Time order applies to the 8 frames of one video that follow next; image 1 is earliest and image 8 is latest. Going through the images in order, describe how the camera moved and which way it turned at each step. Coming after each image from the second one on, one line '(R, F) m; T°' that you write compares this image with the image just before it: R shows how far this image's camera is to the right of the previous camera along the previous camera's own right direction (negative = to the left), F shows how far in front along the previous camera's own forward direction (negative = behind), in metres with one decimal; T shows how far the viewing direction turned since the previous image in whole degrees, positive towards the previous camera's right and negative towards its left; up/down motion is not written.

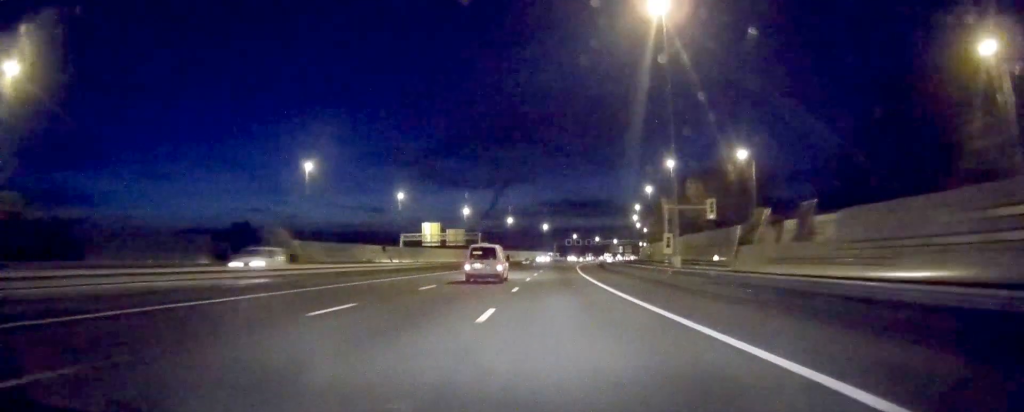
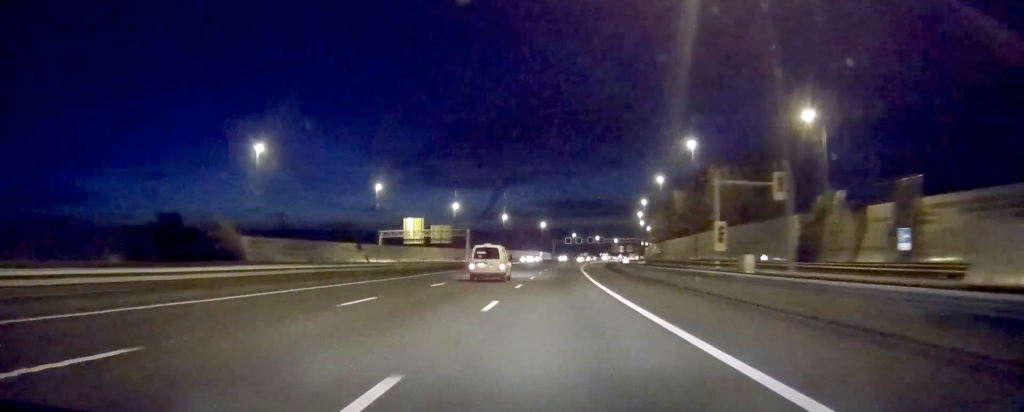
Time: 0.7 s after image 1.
(+0.1, +21.7) m; 0°
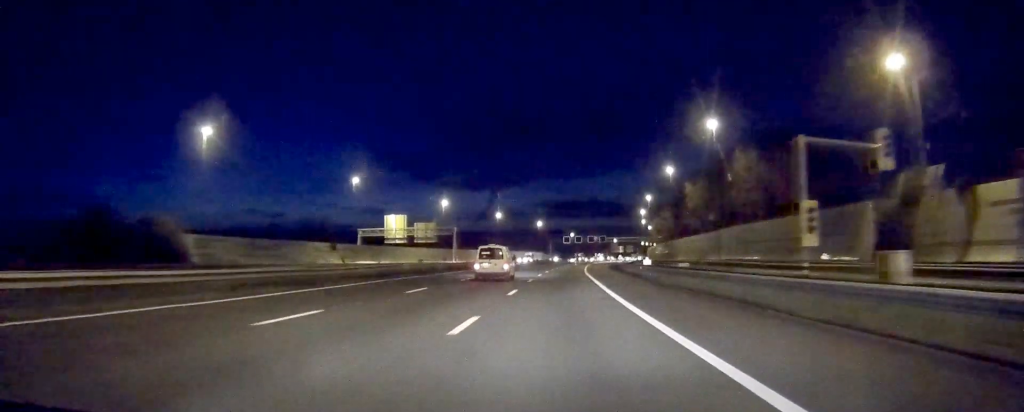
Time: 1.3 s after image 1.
(0.0, +16.8) m; 0°
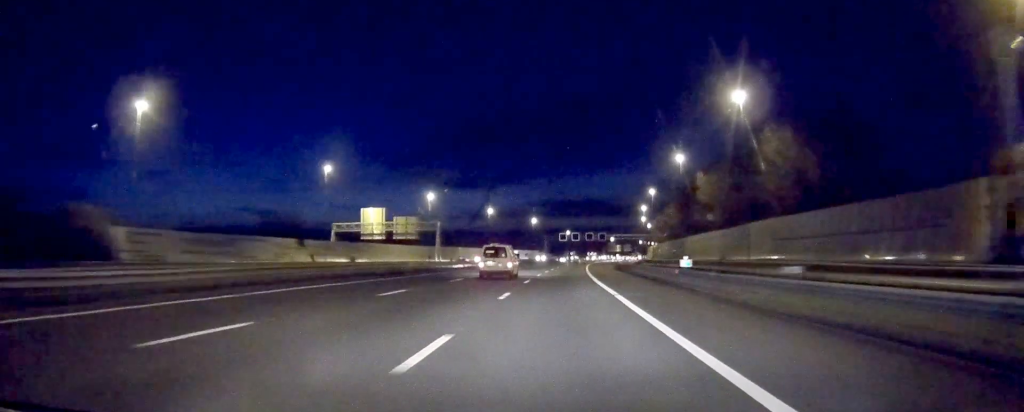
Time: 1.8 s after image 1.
(0.0, +15.8) m; 0°
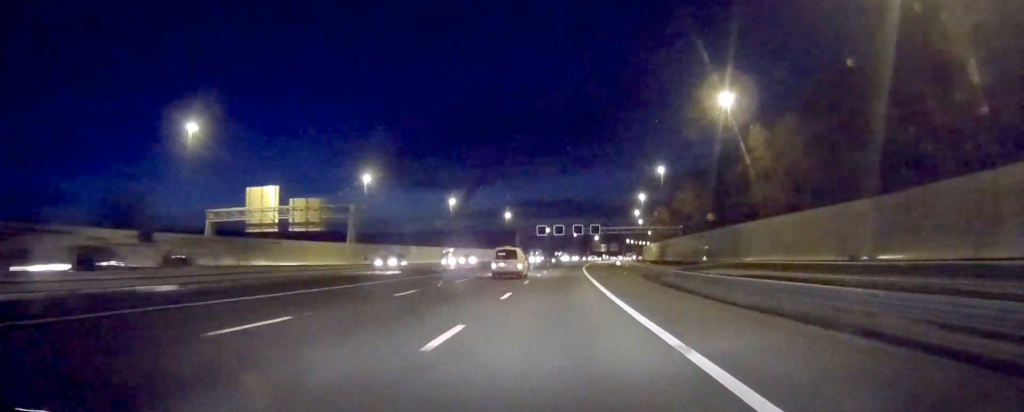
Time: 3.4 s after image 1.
(+0.5, +46.2) m; +1°
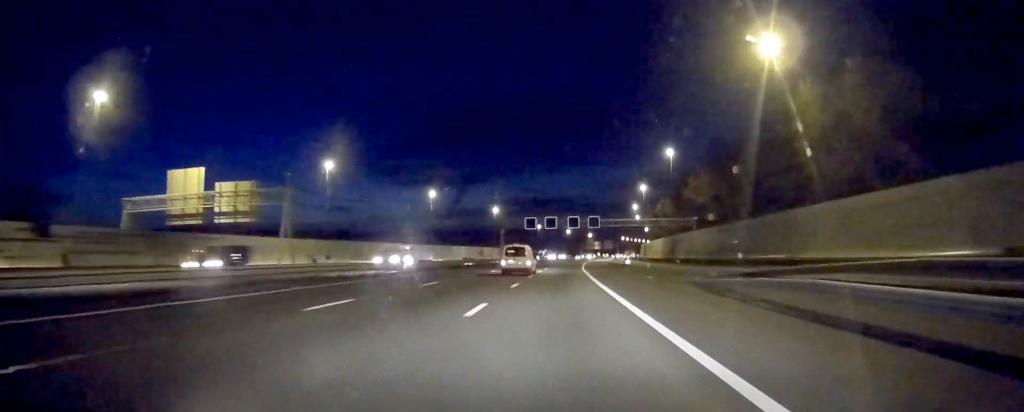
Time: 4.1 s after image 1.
(0.0, +19.6) m; +1°
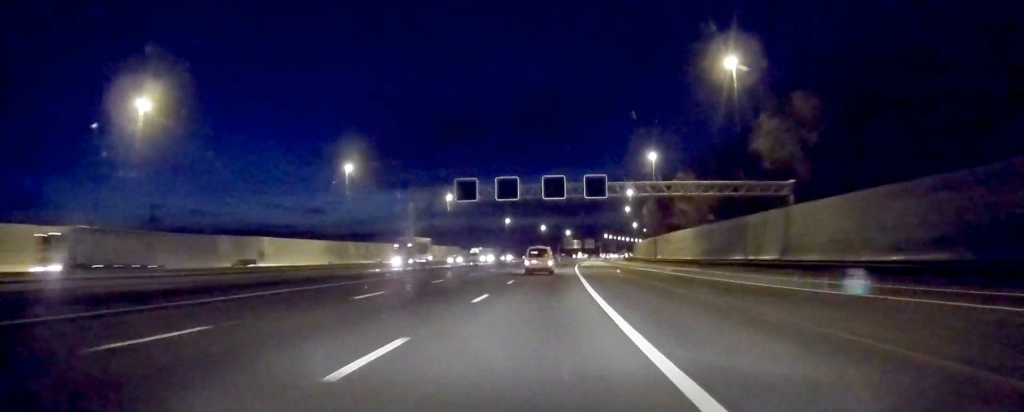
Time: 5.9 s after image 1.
(+1.3, +55.3) m; +3°
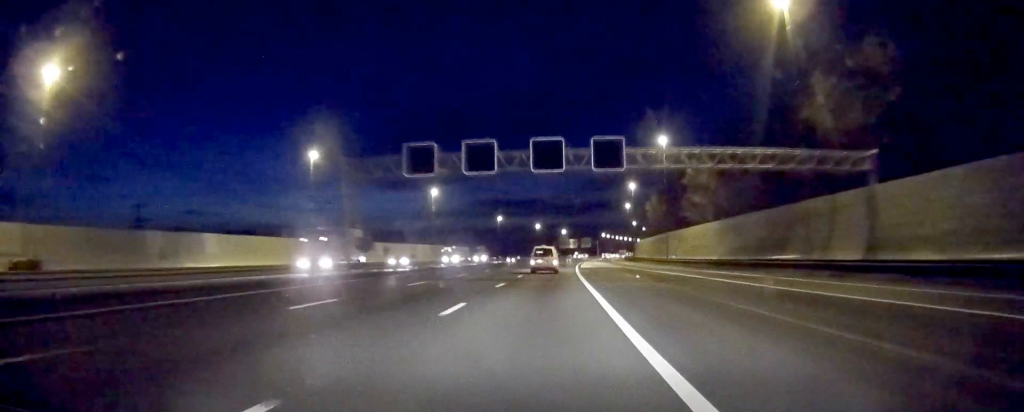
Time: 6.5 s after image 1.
(0.0, +16.8) m; +1°
